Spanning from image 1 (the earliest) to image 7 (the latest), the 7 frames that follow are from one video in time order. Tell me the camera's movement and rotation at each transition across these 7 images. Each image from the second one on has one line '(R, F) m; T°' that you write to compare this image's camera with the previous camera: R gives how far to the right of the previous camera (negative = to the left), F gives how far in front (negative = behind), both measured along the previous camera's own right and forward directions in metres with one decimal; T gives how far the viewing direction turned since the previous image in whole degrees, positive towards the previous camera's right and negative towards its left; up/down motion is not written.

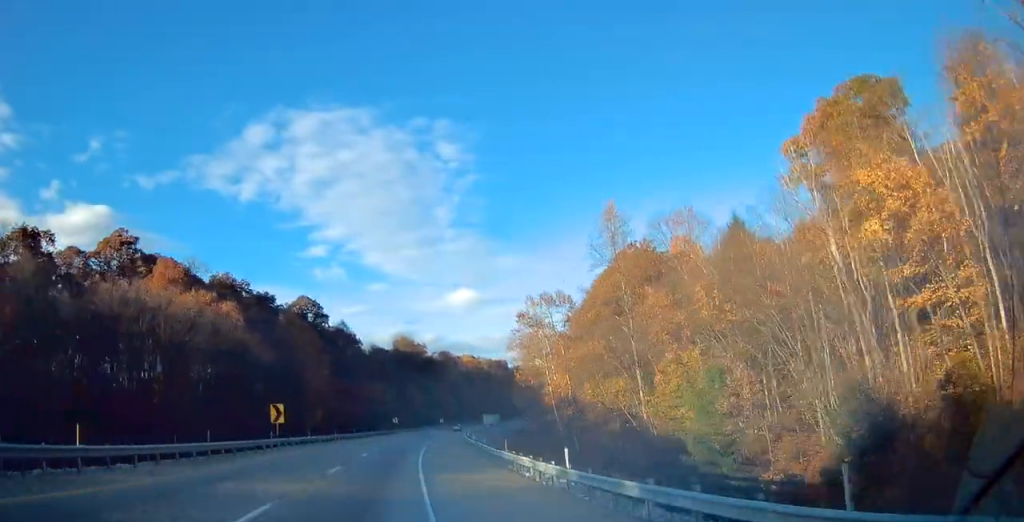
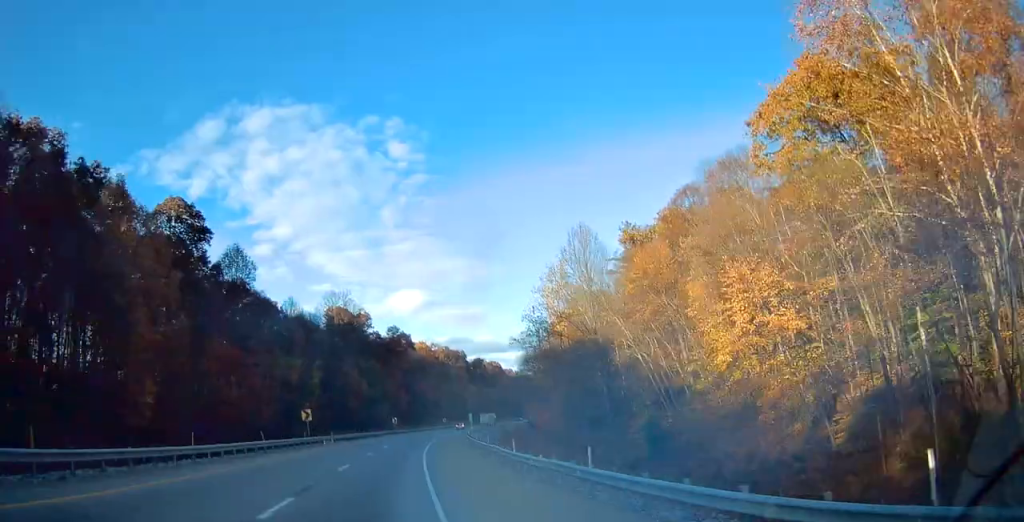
(+3.1, +59.0) m; +6°
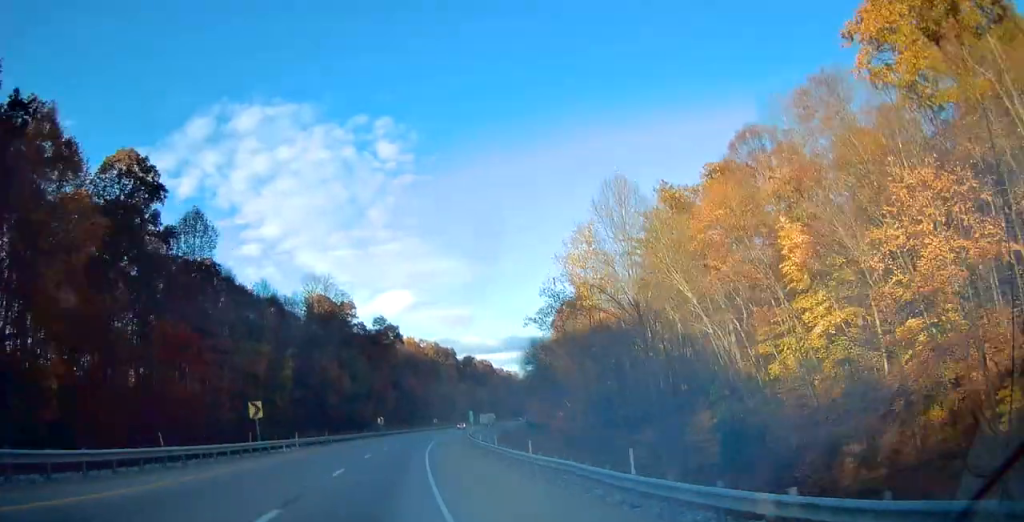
(+0.2, +14.6) m; +1°
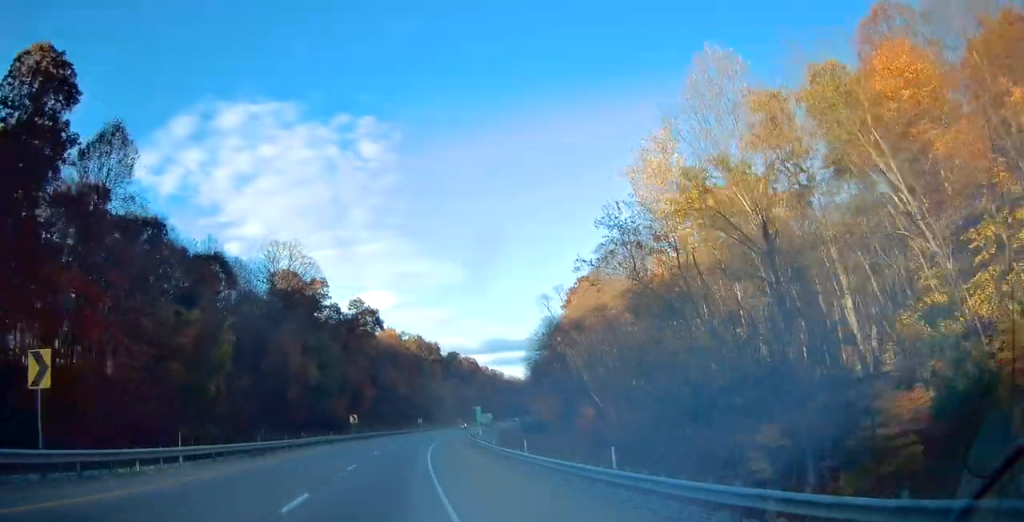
(+0.1, +21.3) m; +2°
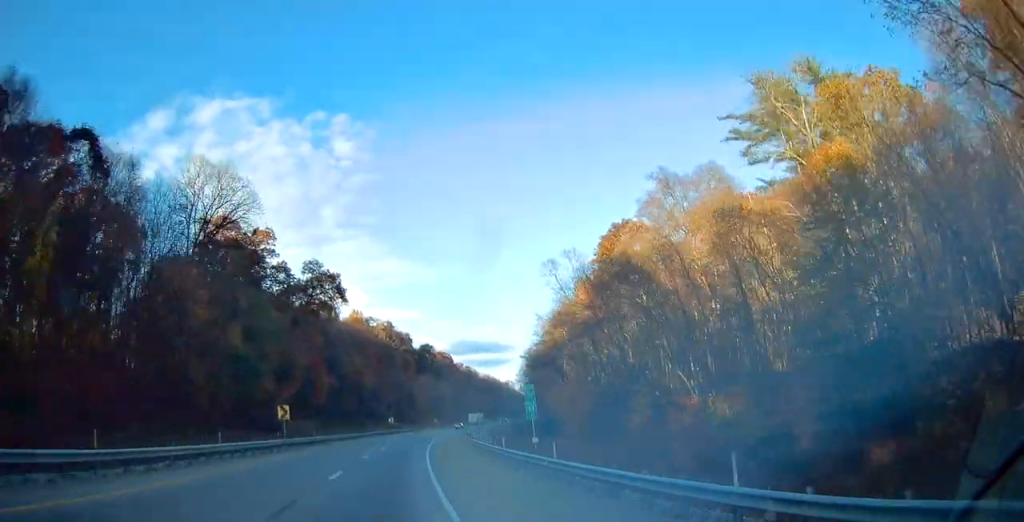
(+0.8, +29.1) m; +3°
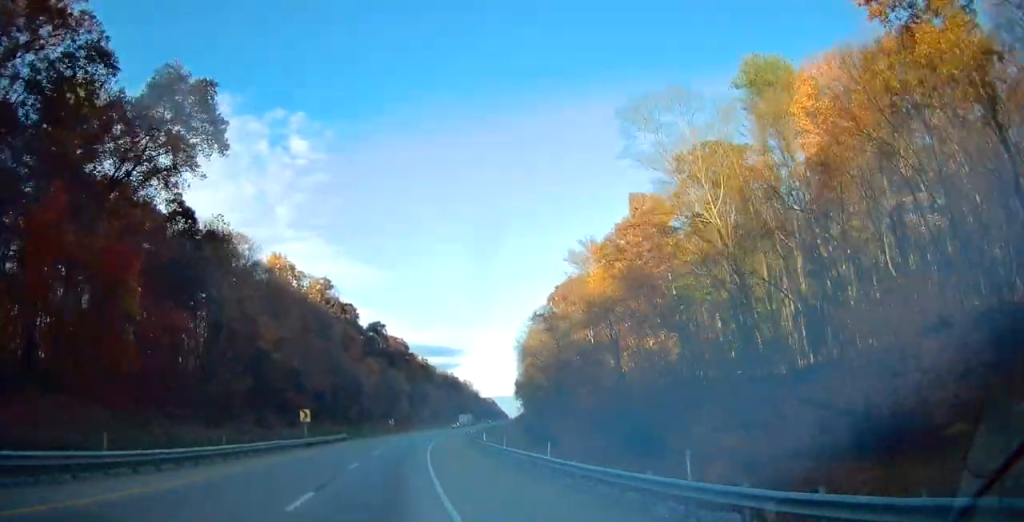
(+2.6, +56.3) m; +6°
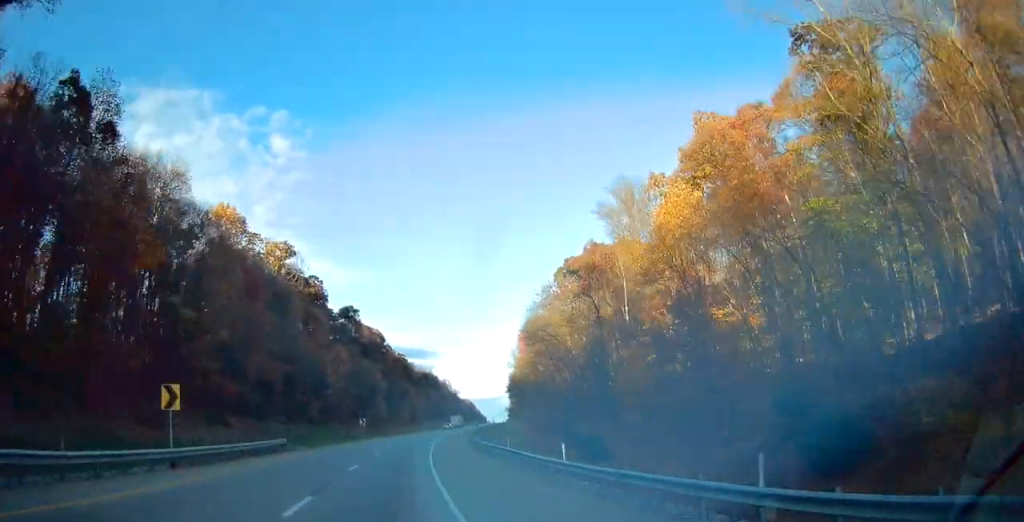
(+0.9, +25.2) m; +3°
